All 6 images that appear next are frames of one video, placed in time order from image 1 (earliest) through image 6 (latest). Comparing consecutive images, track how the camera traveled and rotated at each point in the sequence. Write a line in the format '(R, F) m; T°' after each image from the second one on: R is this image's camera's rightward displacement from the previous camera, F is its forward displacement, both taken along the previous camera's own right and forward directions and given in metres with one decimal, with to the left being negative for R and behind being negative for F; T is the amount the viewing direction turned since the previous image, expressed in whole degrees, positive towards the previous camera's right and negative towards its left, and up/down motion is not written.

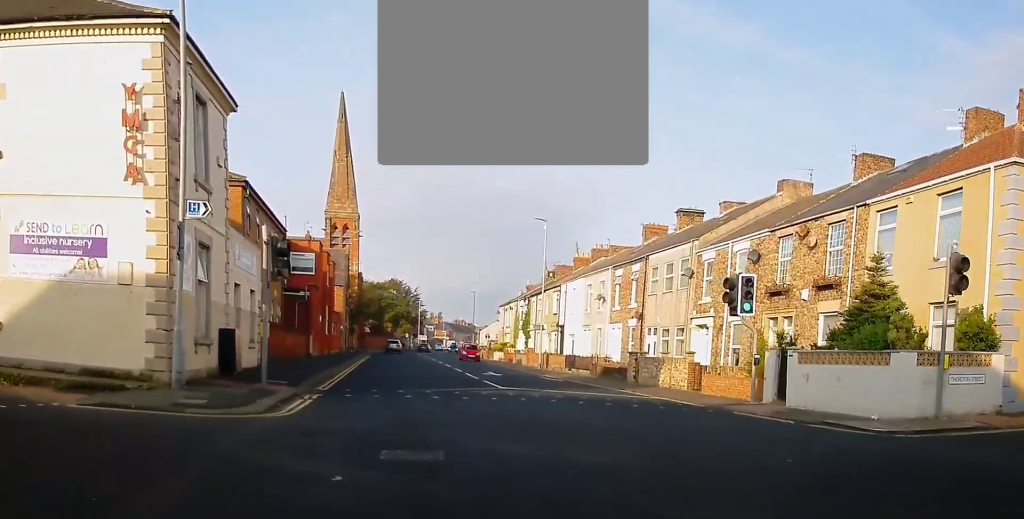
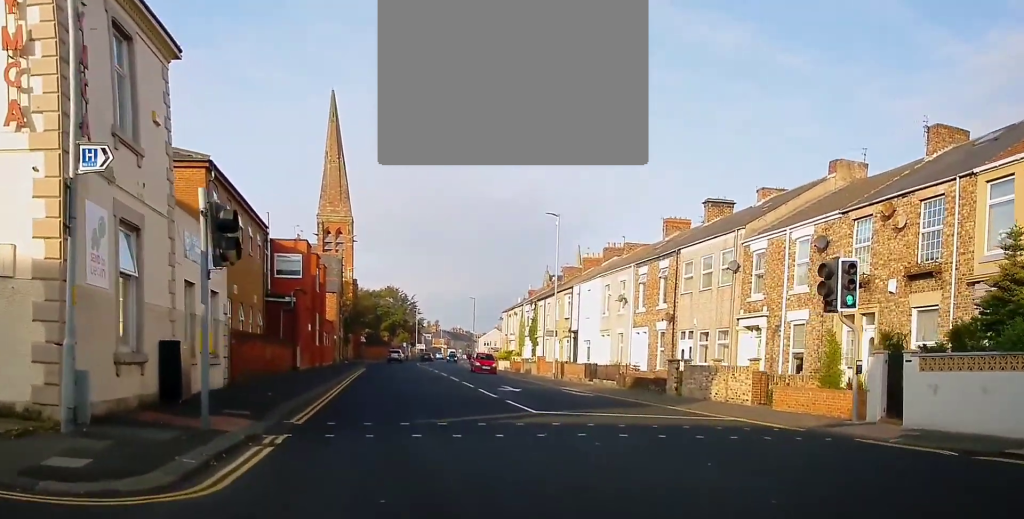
(0.0, +5.3) m; 0°
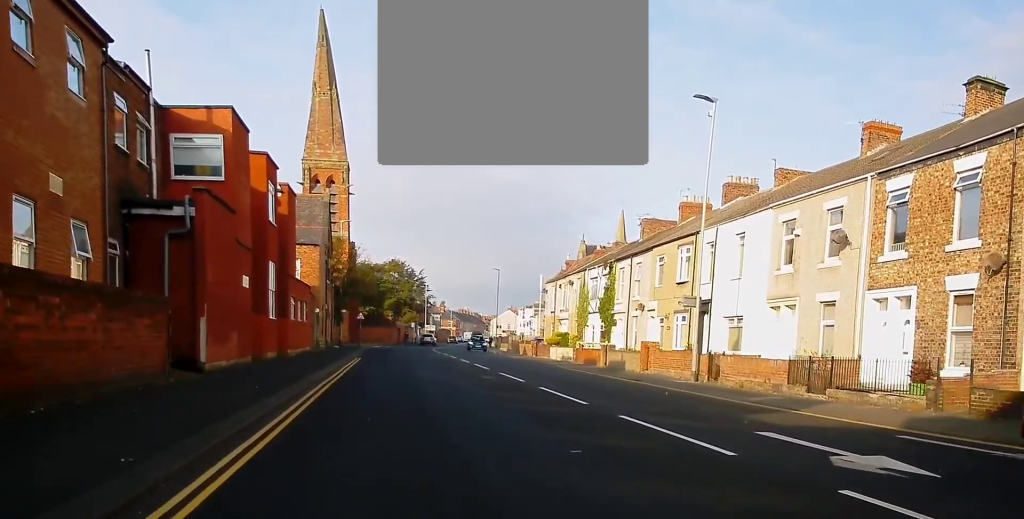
(-0.4, +21.9) m; -2°
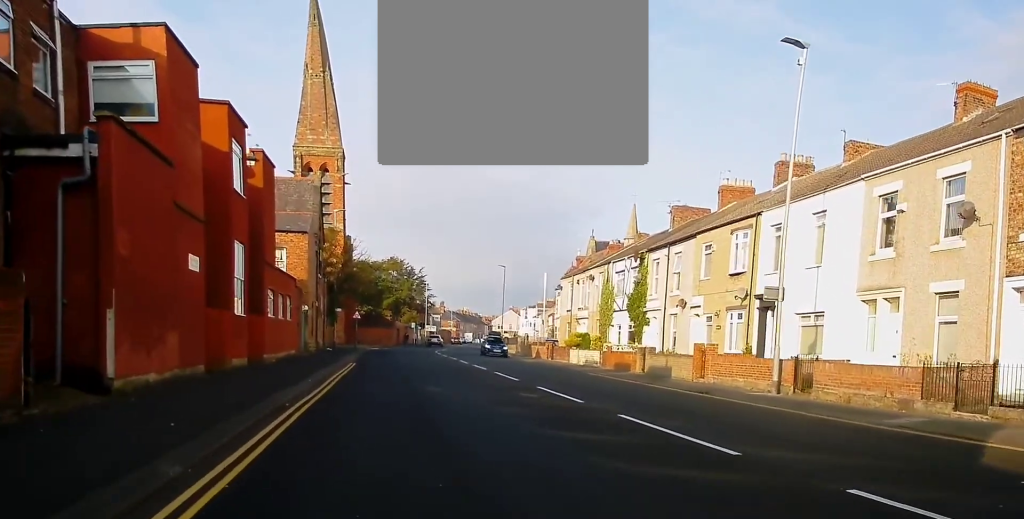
(0.0, +6.0) m; -1°
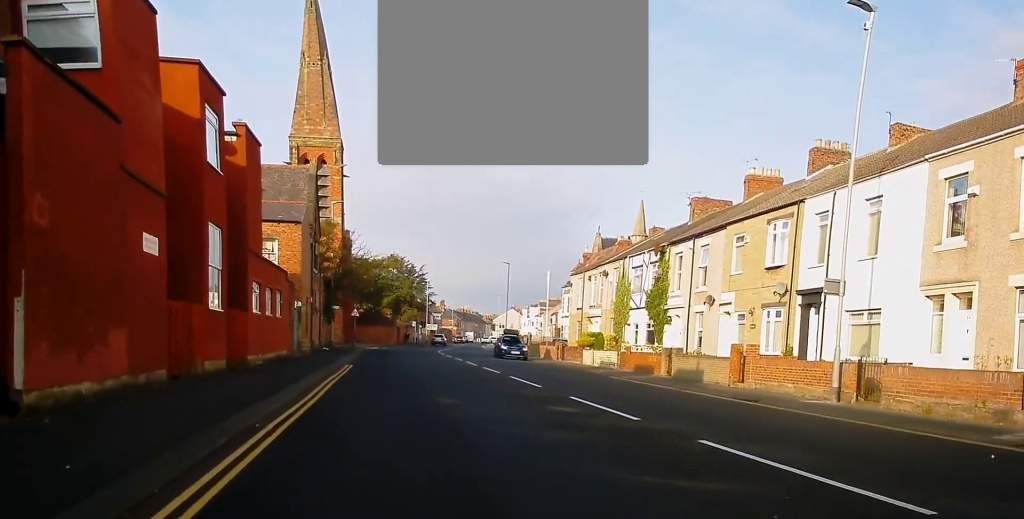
(0.0, +3.0) m; -1°
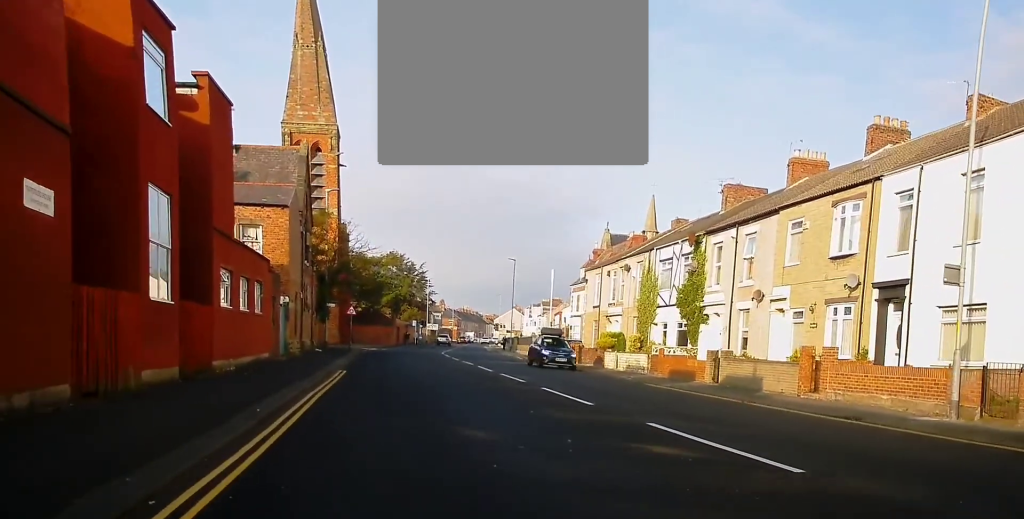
(0.0, +4.6) m; -1°
